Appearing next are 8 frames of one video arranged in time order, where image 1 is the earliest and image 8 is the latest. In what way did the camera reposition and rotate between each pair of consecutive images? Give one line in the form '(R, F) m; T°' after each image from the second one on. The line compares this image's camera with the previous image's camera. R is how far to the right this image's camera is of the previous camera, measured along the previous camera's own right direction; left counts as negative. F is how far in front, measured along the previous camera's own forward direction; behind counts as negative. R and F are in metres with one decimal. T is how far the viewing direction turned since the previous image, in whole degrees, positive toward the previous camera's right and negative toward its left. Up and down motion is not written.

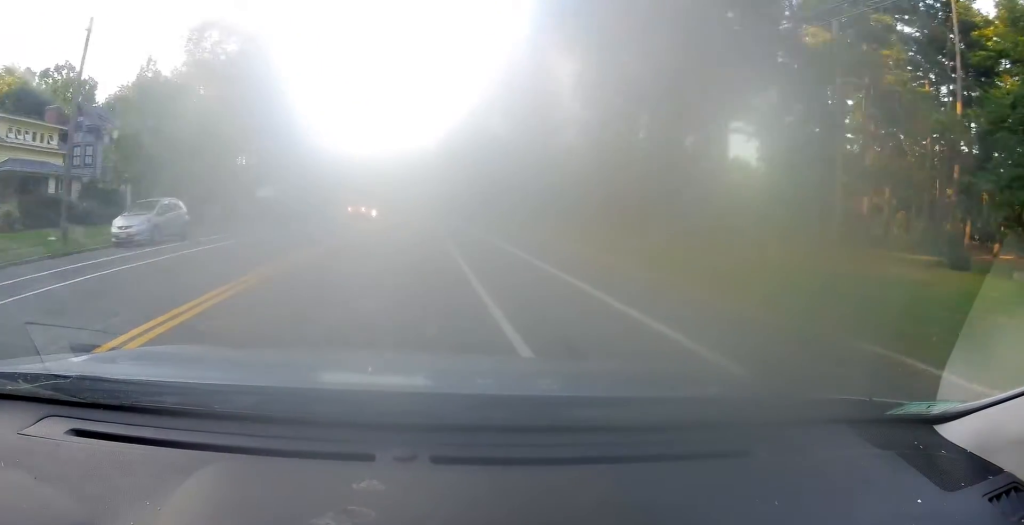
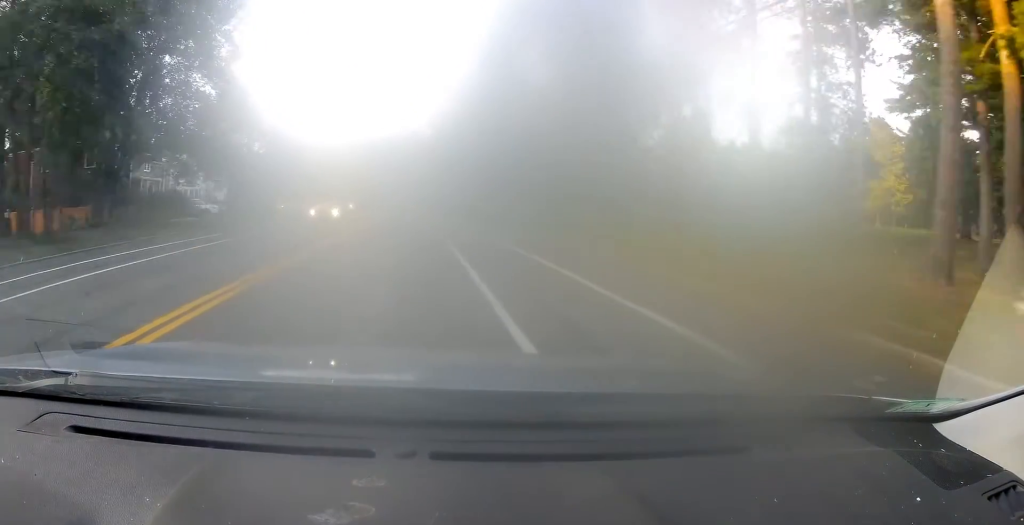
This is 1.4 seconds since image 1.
(-0.1, +26.7) m; 0°
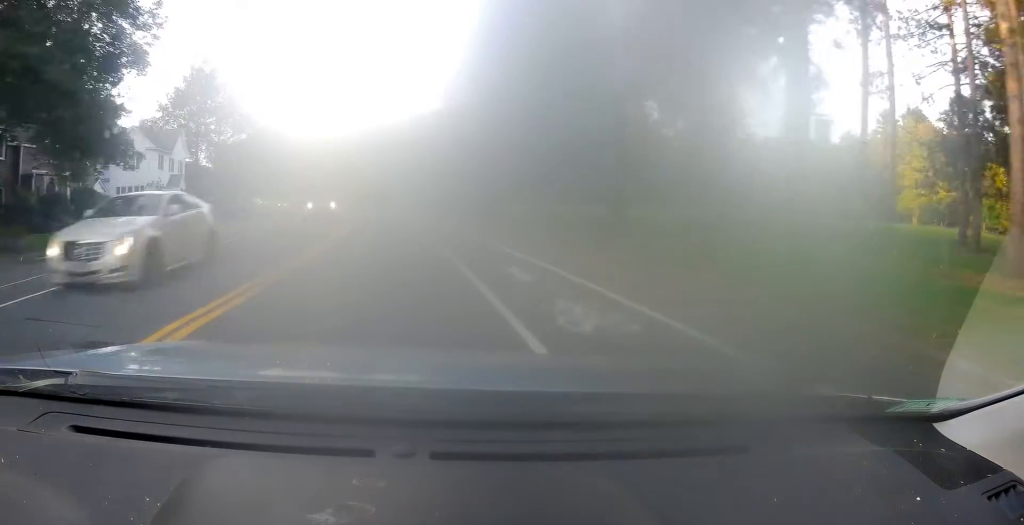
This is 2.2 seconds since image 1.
(+0.4, +14.3) m; -2°
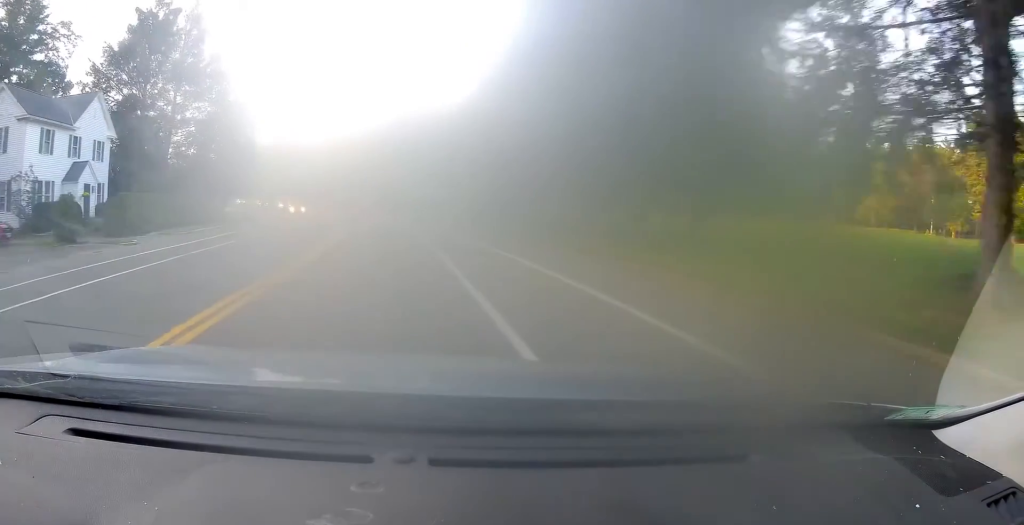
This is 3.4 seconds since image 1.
(-1.7, +23.1) m; -6°
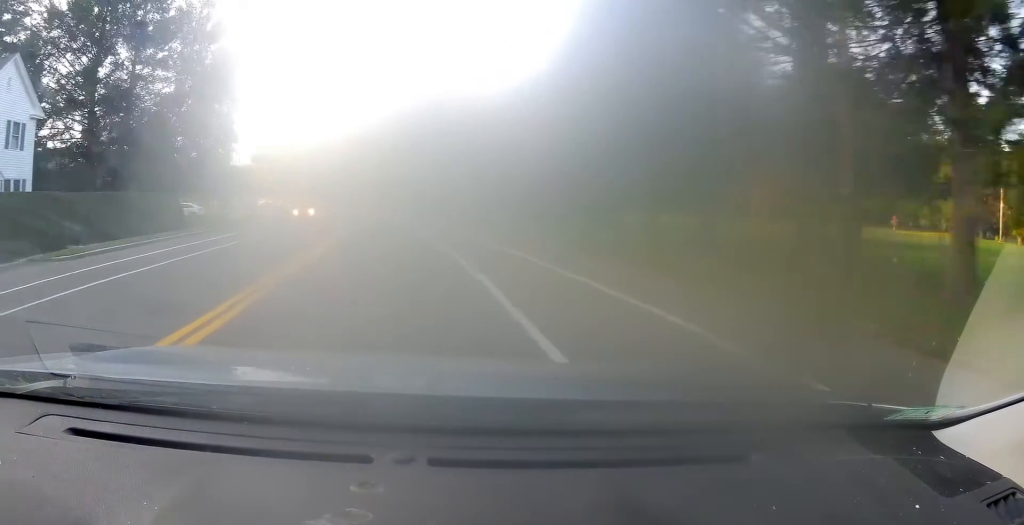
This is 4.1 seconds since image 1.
(-0.1, +12.7) m; -2°
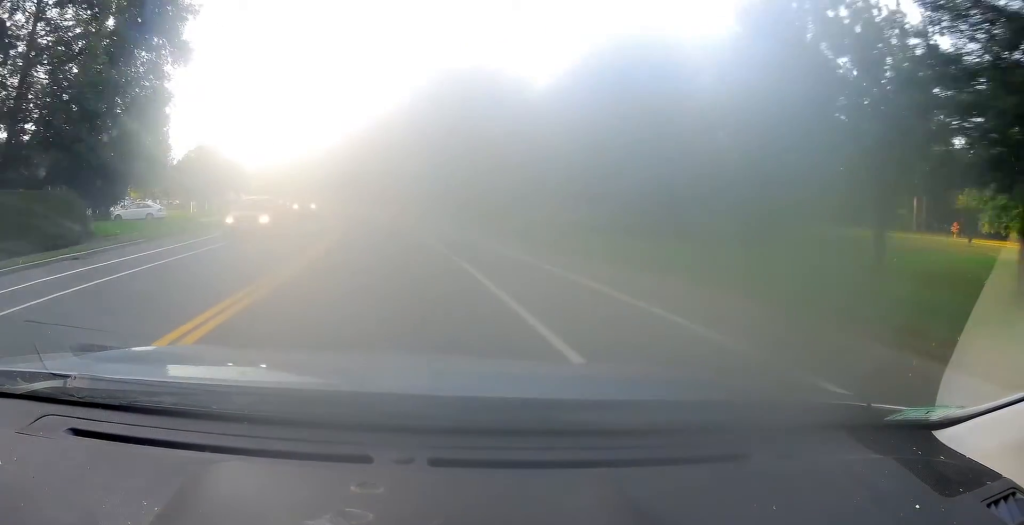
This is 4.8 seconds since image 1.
(-0.3, +13.4) m; -2°
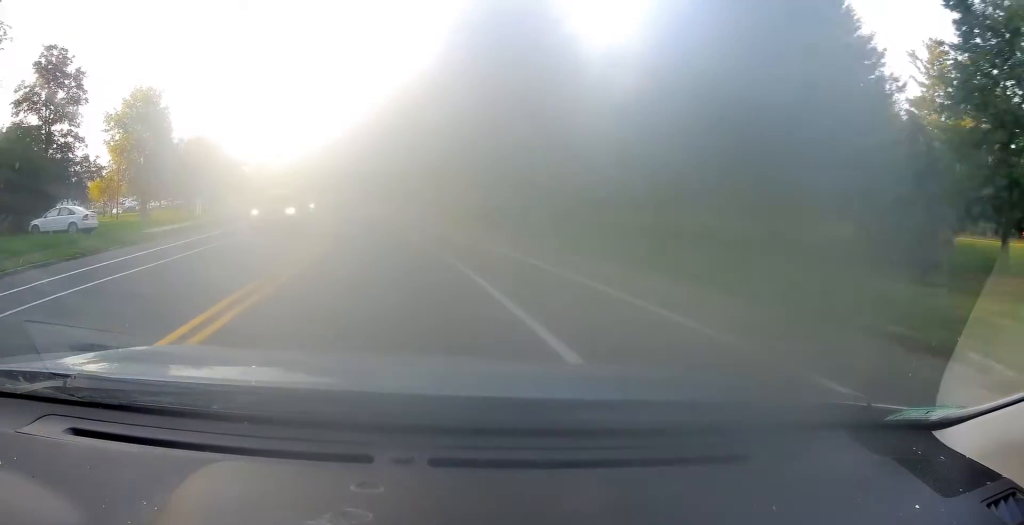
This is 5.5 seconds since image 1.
(-0.3, +13.5) m; -3°
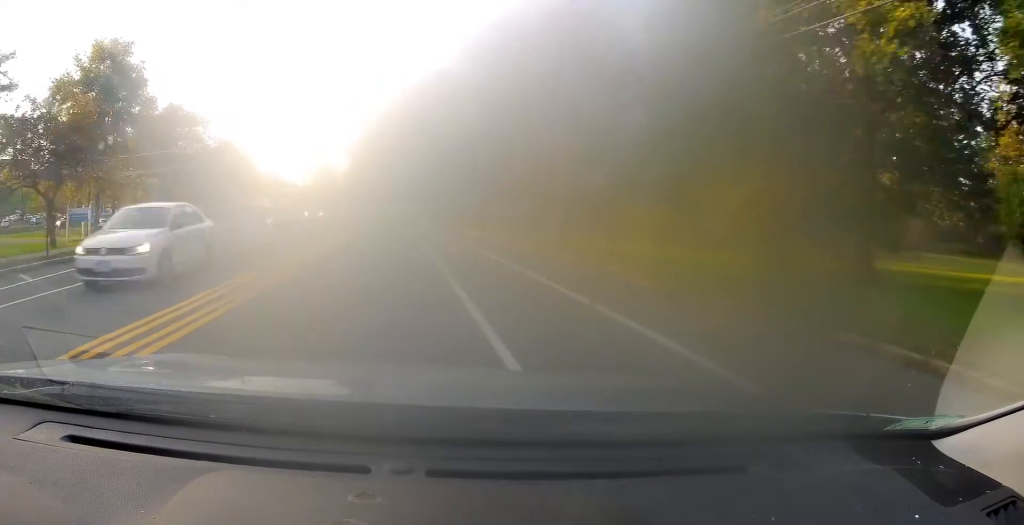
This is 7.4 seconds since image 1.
(-3.5, +37.0) m; -9°
